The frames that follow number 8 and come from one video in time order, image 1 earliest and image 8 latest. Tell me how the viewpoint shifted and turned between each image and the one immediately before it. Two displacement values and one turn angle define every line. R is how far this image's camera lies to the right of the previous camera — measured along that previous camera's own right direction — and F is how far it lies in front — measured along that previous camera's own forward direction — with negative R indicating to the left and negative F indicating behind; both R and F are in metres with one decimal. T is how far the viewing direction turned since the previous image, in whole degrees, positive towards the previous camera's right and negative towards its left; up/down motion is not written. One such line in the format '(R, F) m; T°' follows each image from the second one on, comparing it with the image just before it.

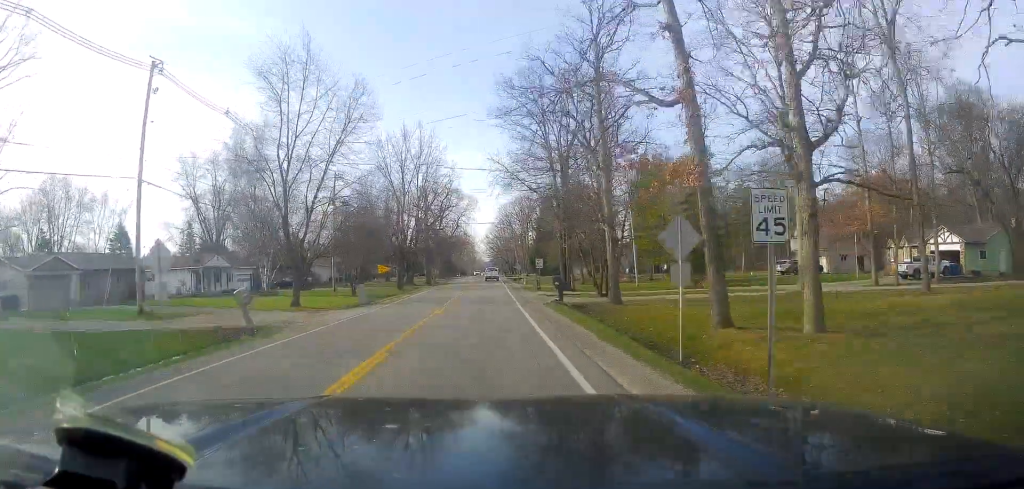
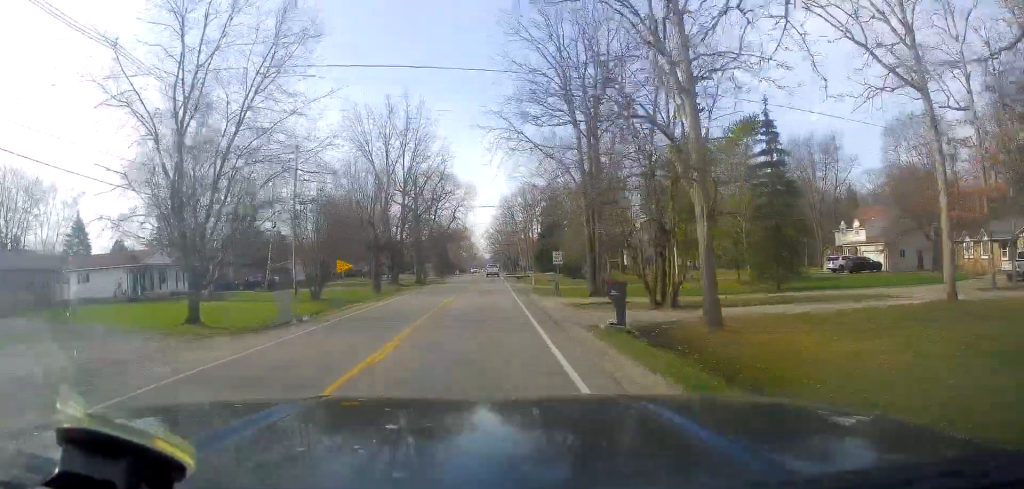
(-0.7, +11.9) m; -3°
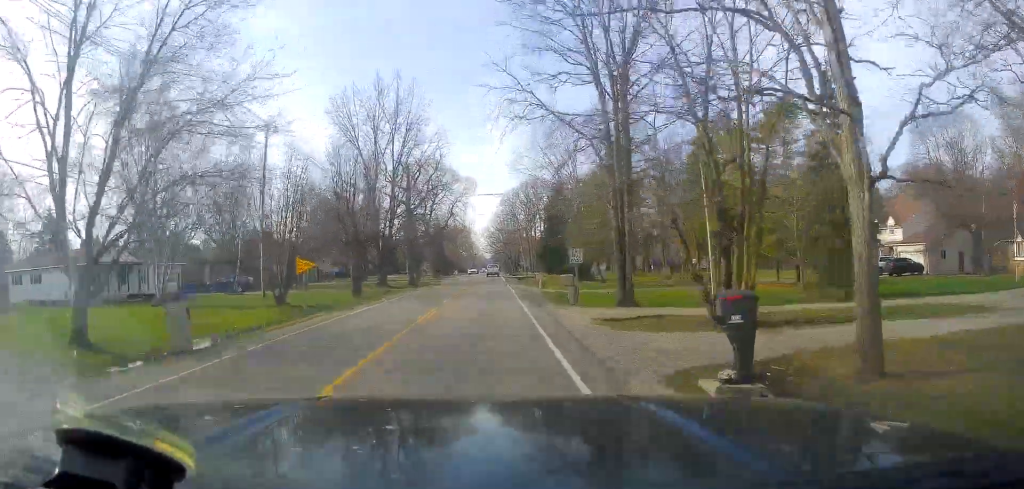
(-0.4, +6.9) m; 0°
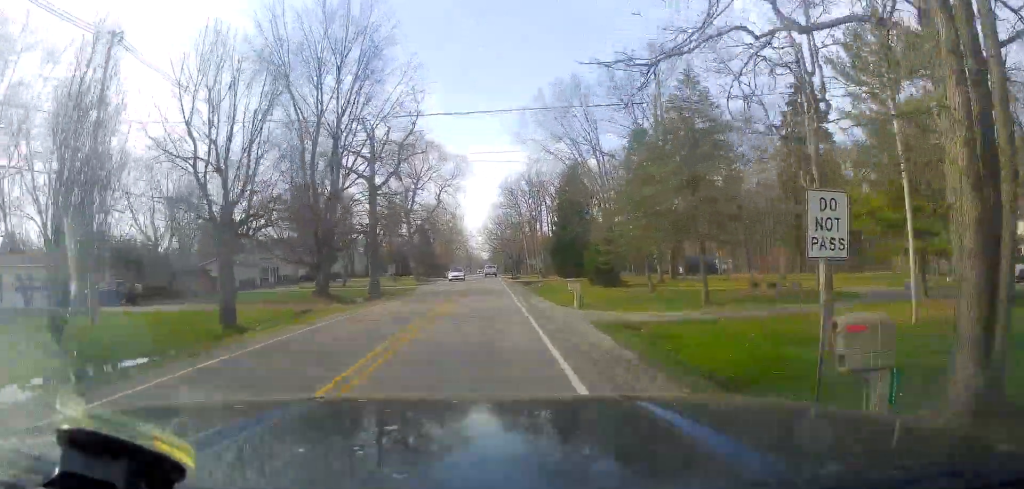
(+1.1, +20.8) m; +3°
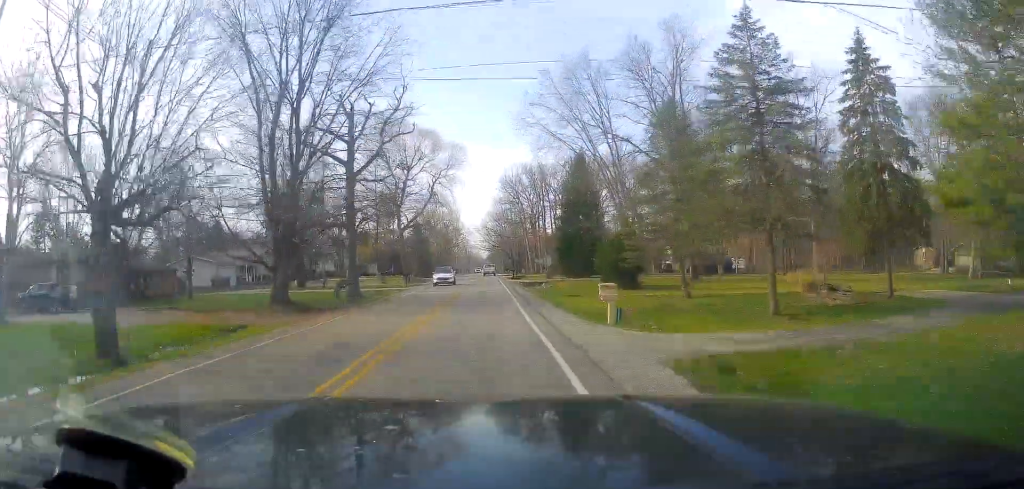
(0.0, +7.8) m; 0°
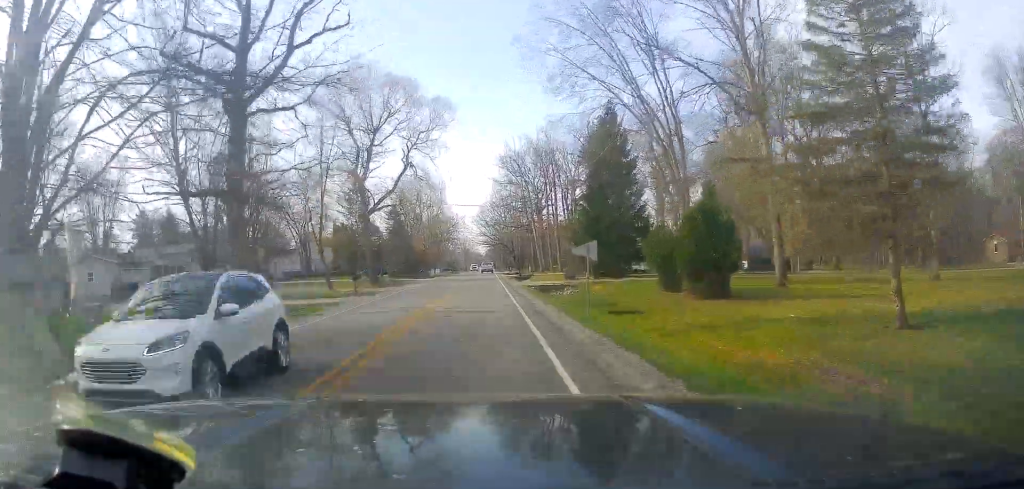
(0.0, +20.2) m; 0°
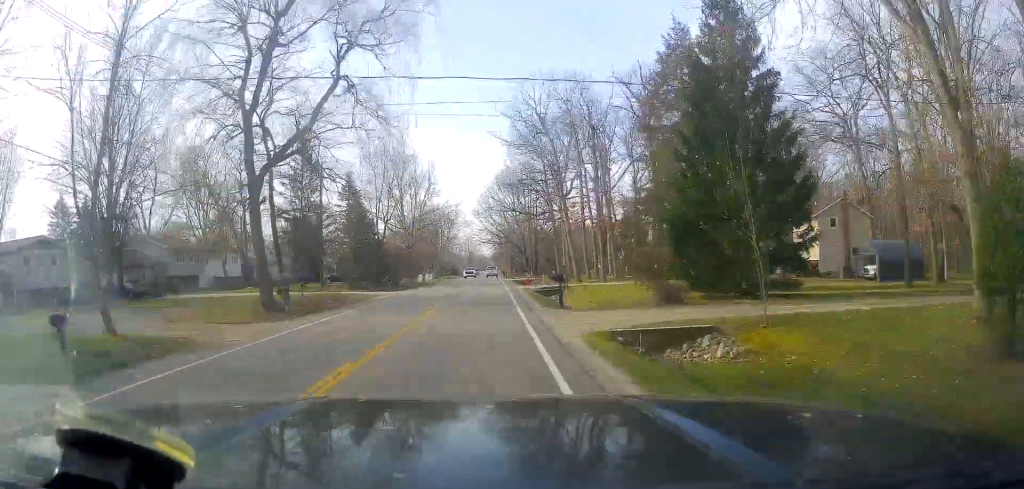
(-0.3, +27.4) m; -1°
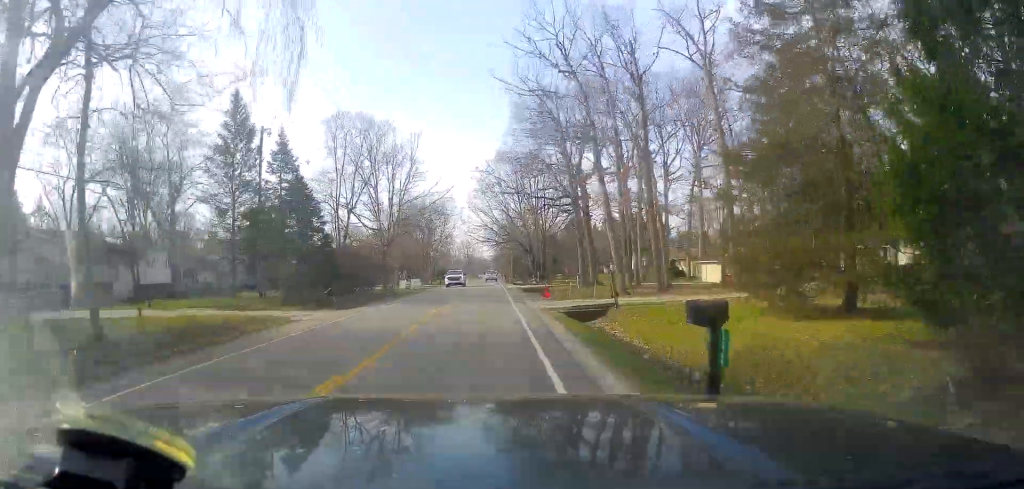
(-0.1, +16.9) m; 0°
